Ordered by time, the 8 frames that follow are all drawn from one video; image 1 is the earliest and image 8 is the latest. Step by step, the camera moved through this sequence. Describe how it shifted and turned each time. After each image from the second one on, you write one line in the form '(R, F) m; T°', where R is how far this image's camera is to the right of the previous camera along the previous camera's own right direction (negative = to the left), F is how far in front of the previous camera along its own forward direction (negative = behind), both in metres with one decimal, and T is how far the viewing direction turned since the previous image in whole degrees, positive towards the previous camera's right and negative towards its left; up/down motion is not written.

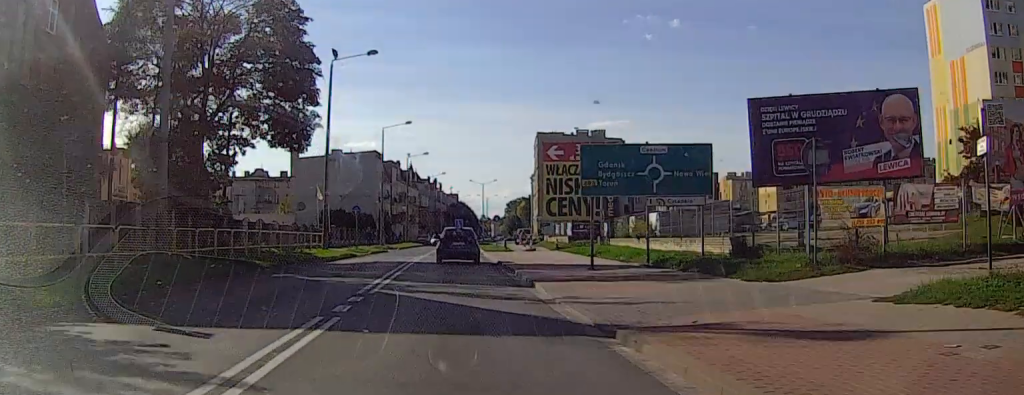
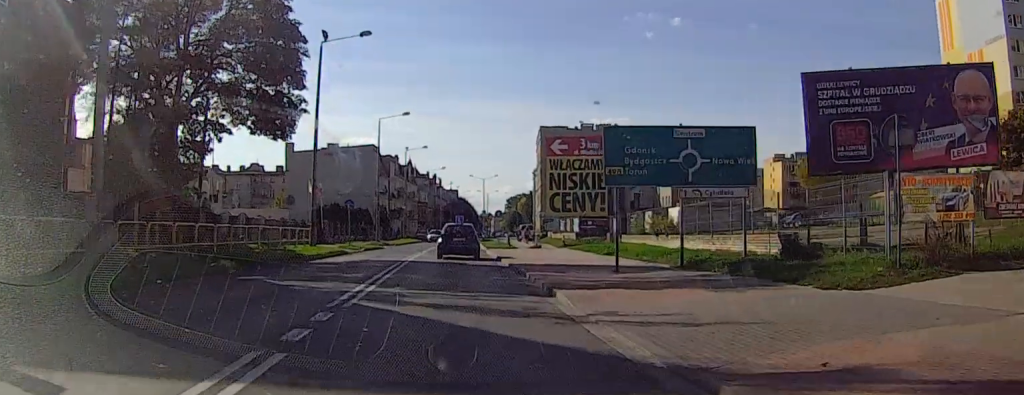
(0.0, +4.1) m; 0°
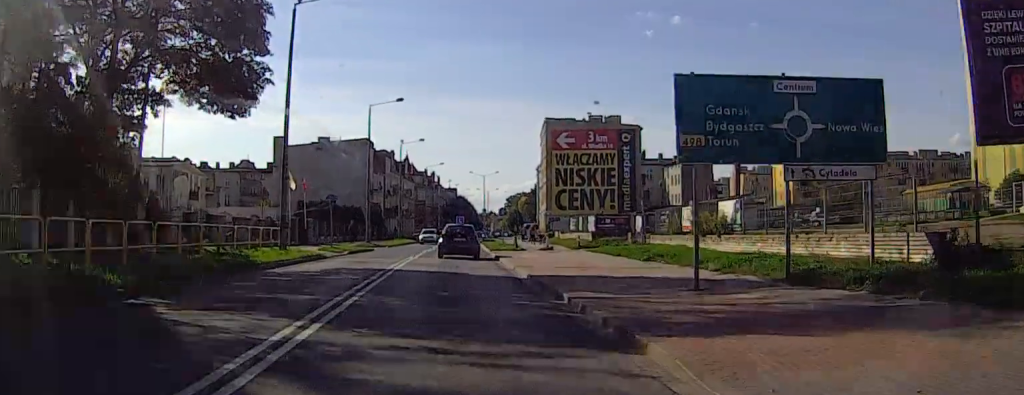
(0.0, +7.5) m; +1°
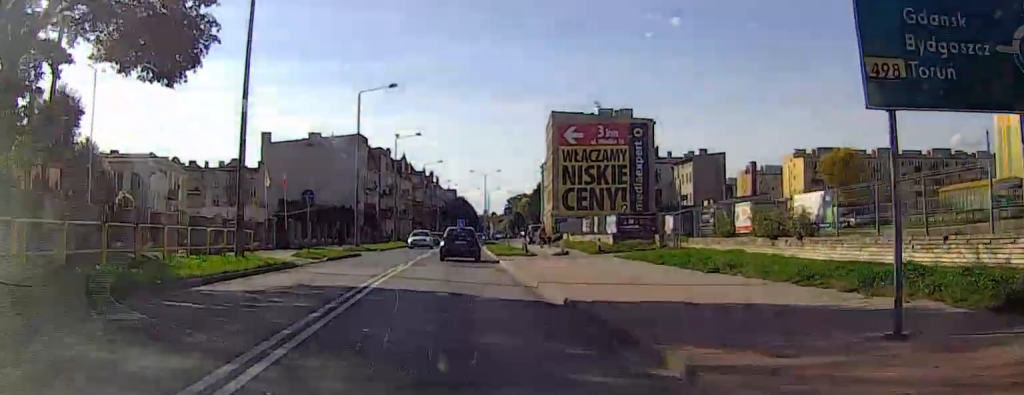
(+0.1, +7.3) m; +1°
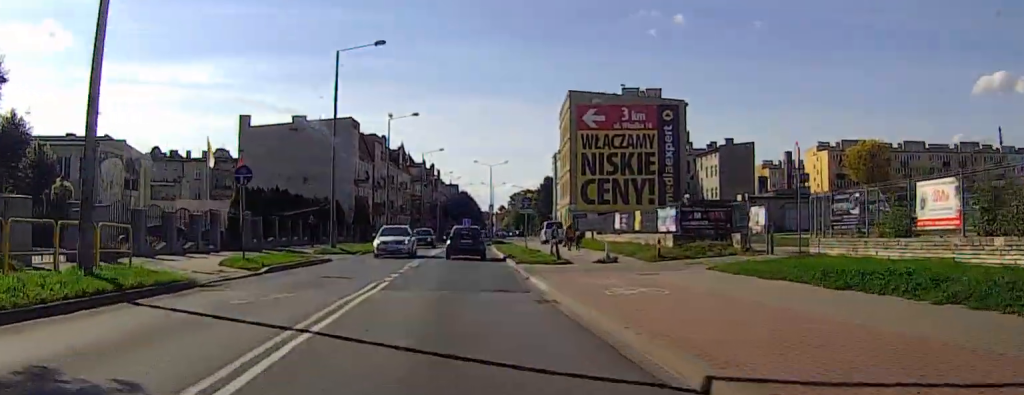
(0.0, +12.5) m; 0°
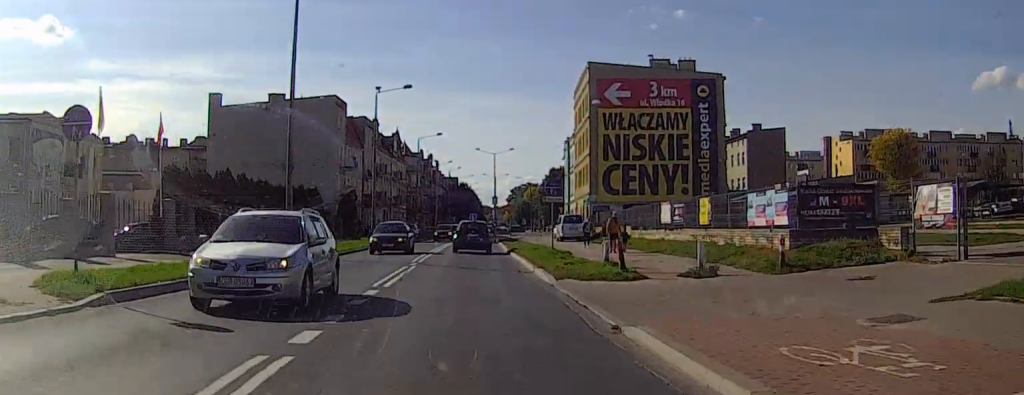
(0.0, +12.3) m; 0°
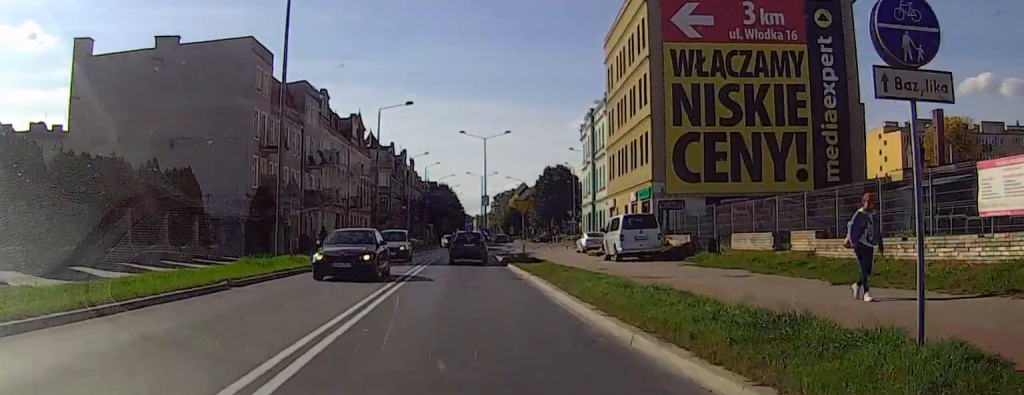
(+0.2, +28.3) m; +1°
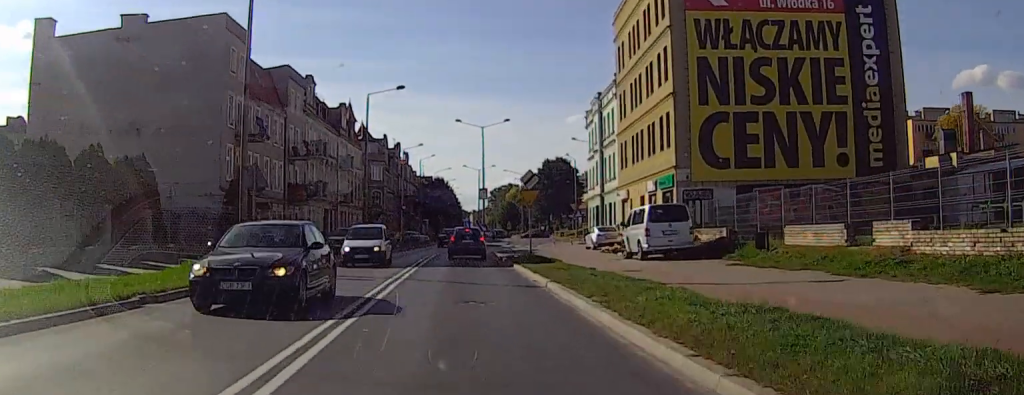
(0.0, +5.3) m; 0°
